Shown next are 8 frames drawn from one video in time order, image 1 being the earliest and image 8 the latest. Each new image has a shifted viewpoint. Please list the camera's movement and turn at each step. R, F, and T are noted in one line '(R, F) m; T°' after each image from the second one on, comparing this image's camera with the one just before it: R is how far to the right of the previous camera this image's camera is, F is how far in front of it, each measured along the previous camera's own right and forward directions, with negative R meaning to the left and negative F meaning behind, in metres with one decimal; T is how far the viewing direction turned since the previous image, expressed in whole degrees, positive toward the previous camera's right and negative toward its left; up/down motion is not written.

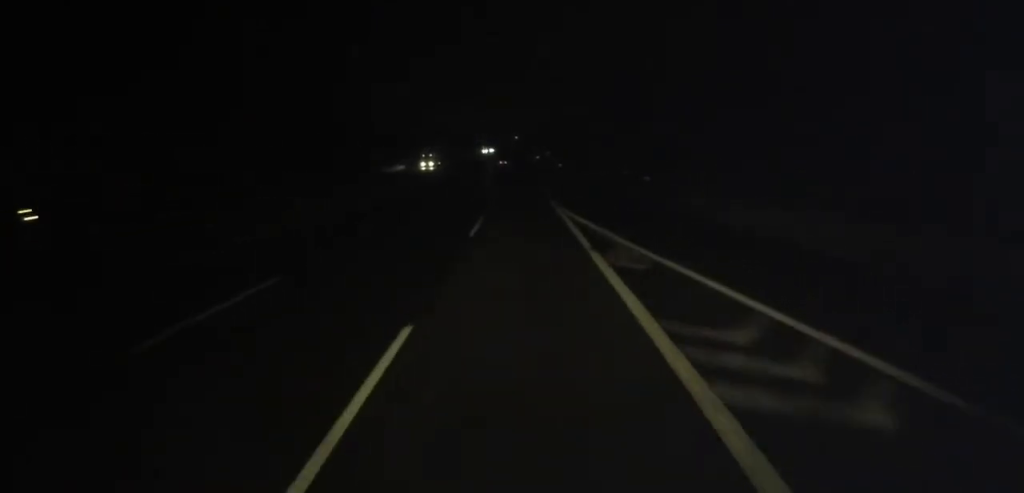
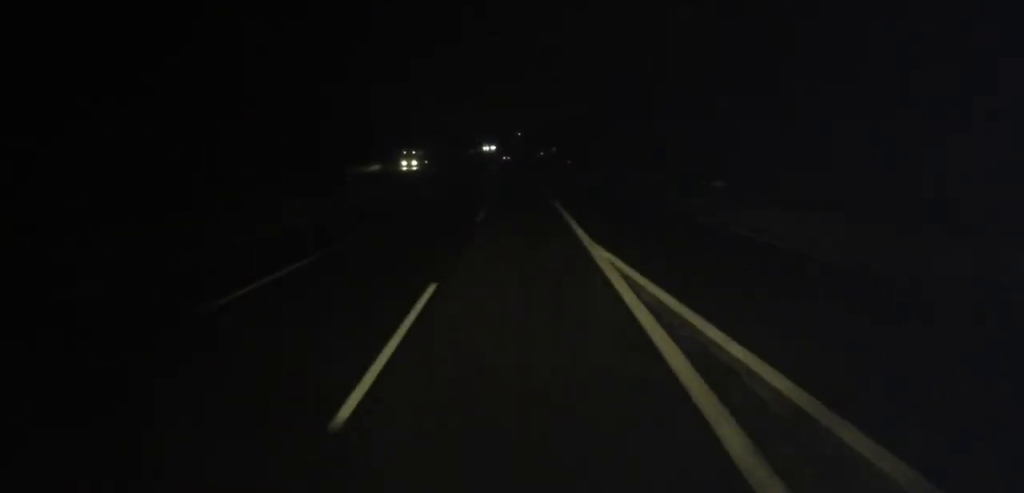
(0.0, +15.0) m; 0°
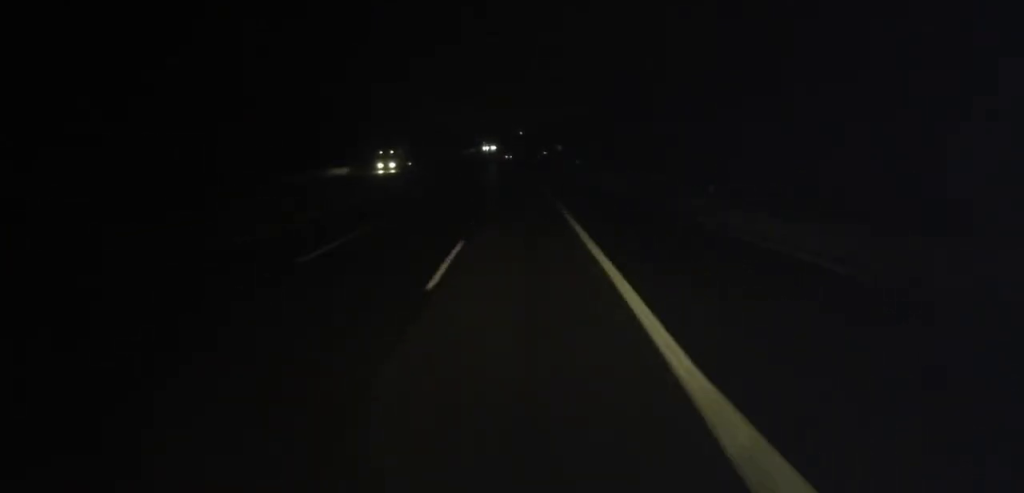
(+0.3, +11.8) m; 0°
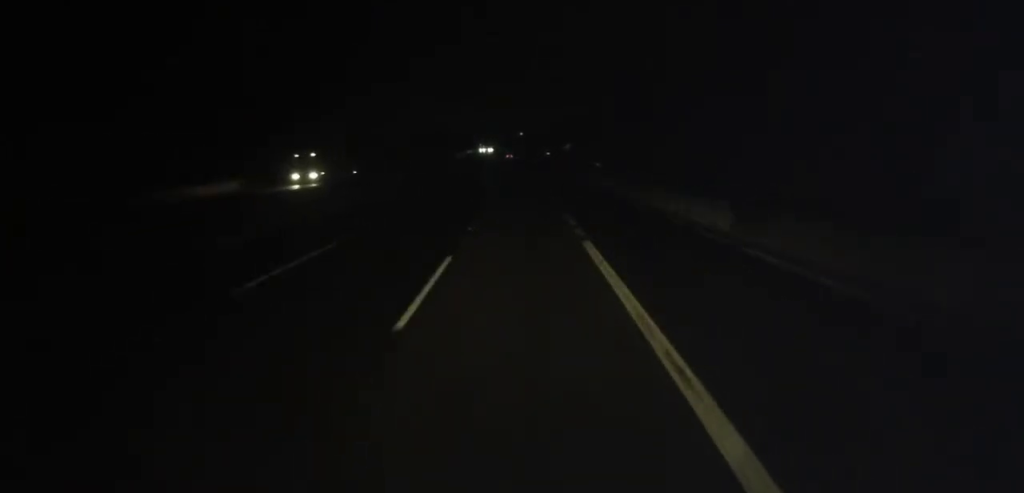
(-0.3, +20.3) m; -1°
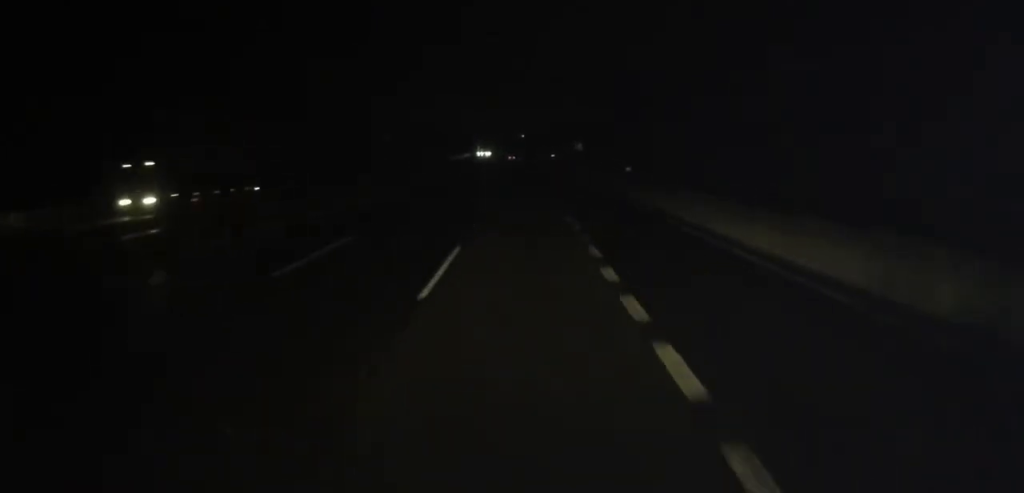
(-0.2, +15.7) m; 0°
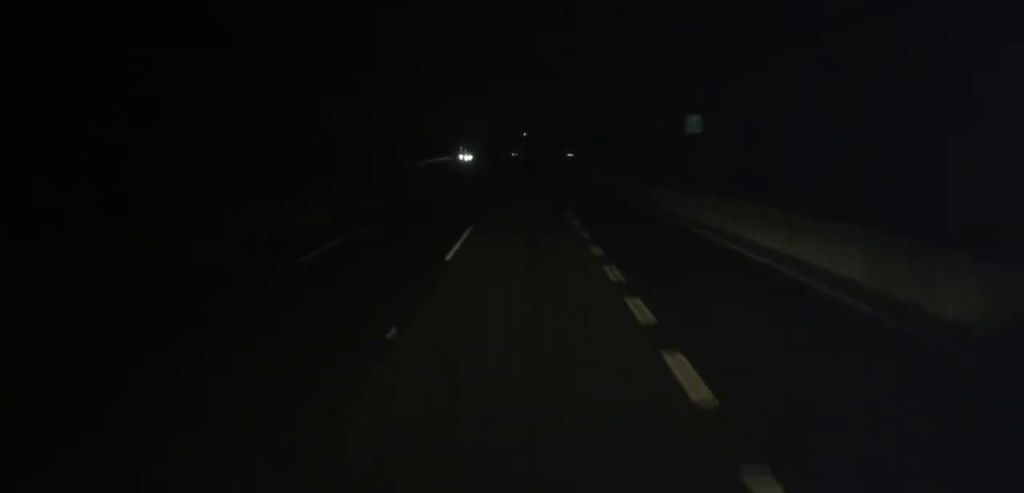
(+0.8, +49.4) m; +1°
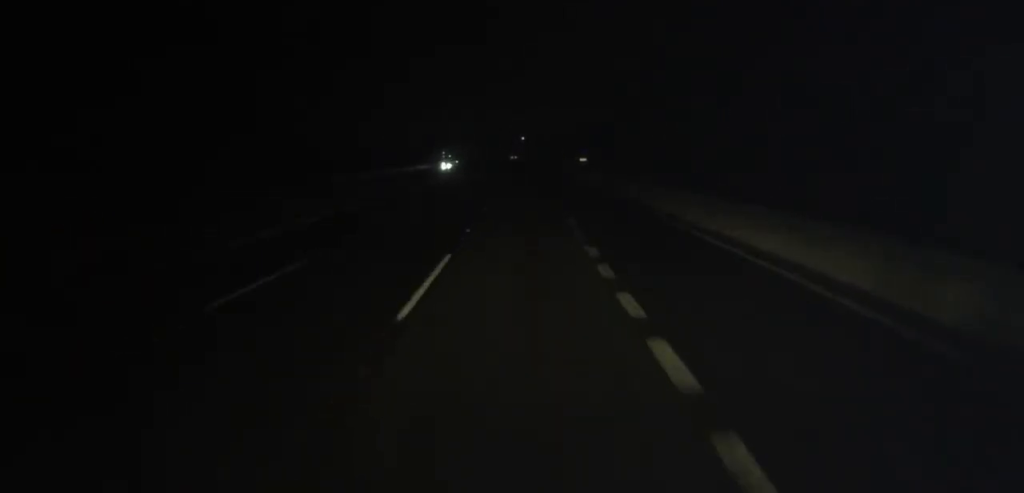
(-0.3, +22.8) m; 0°
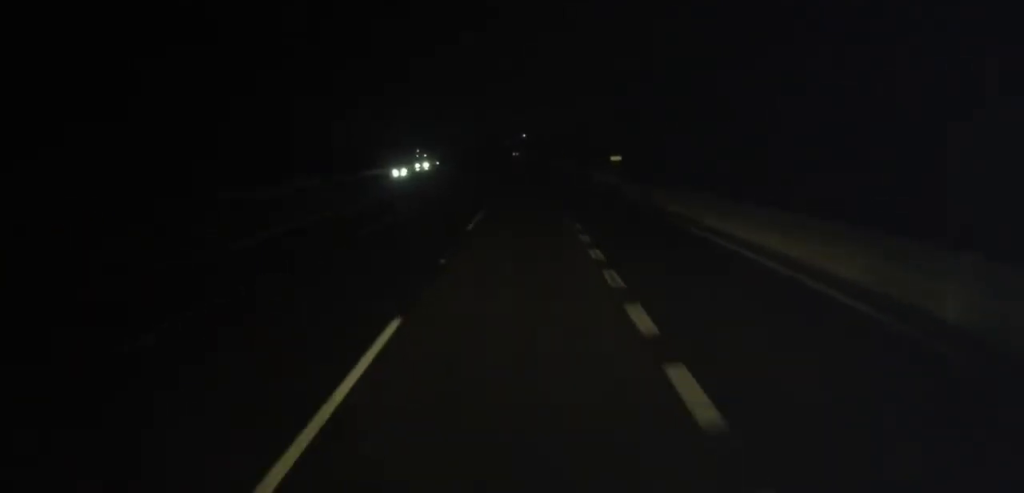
(+0.2, +24.3) m; 0°
